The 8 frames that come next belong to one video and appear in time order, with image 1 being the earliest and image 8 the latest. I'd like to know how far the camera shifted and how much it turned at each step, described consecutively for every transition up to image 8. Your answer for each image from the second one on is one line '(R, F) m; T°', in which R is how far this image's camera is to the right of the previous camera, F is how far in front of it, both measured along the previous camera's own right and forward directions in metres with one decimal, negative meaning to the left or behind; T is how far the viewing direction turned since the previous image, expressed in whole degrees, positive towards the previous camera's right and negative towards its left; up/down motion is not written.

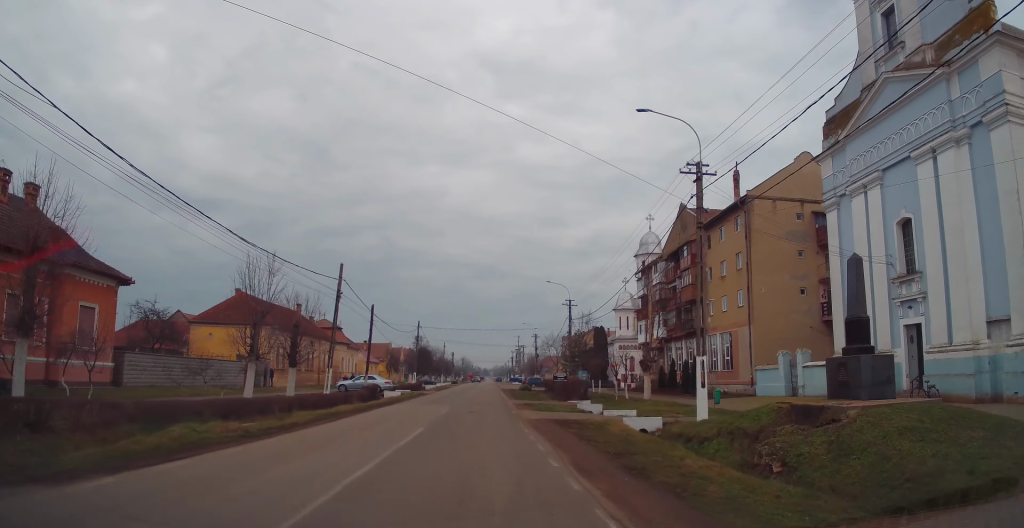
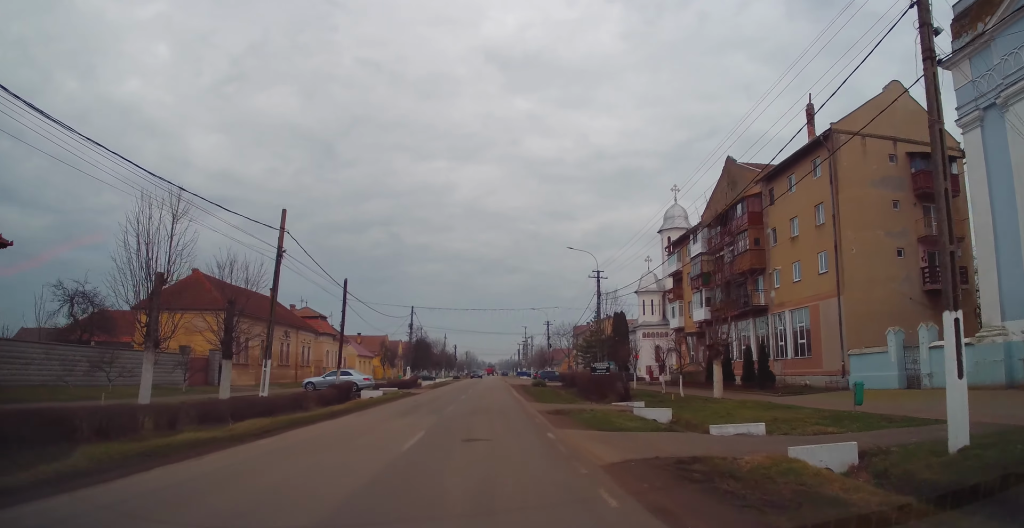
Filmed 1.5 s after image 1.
(+0.1, +10.4) m; +2°
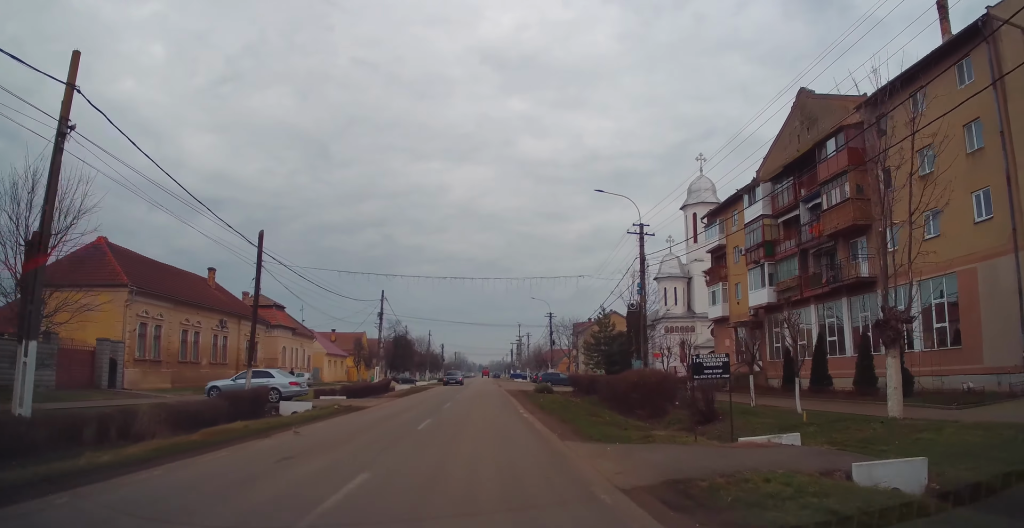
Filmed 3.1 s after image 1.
(-0.1, +13.2) m; 0°
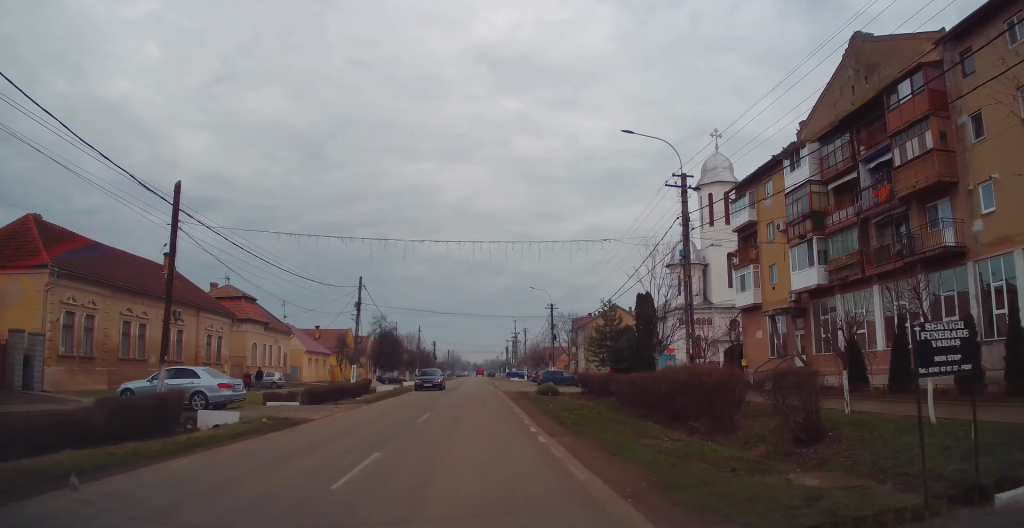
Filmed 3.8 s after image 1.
(+0.1, +6.7) m; 0°
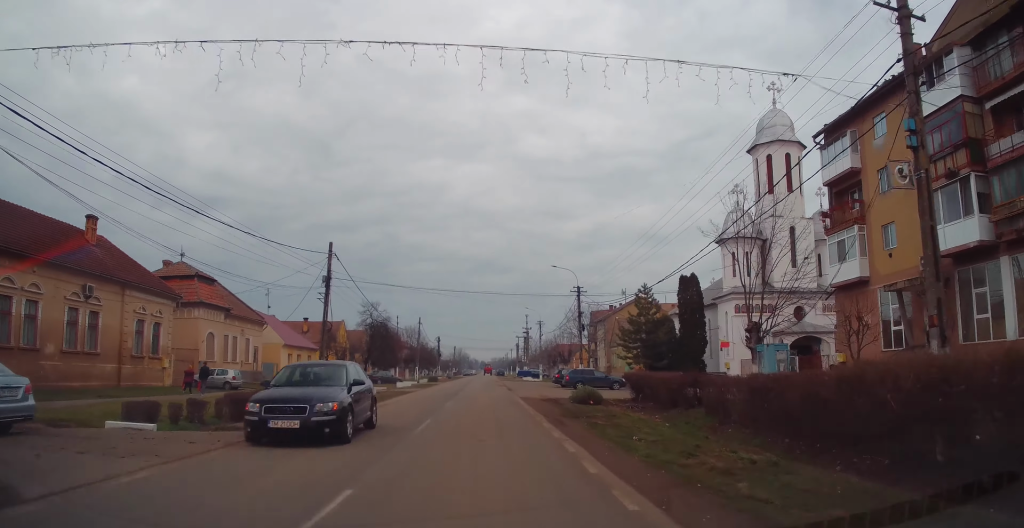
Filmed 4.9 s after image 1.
(-0.1, +11.7) m; -2°
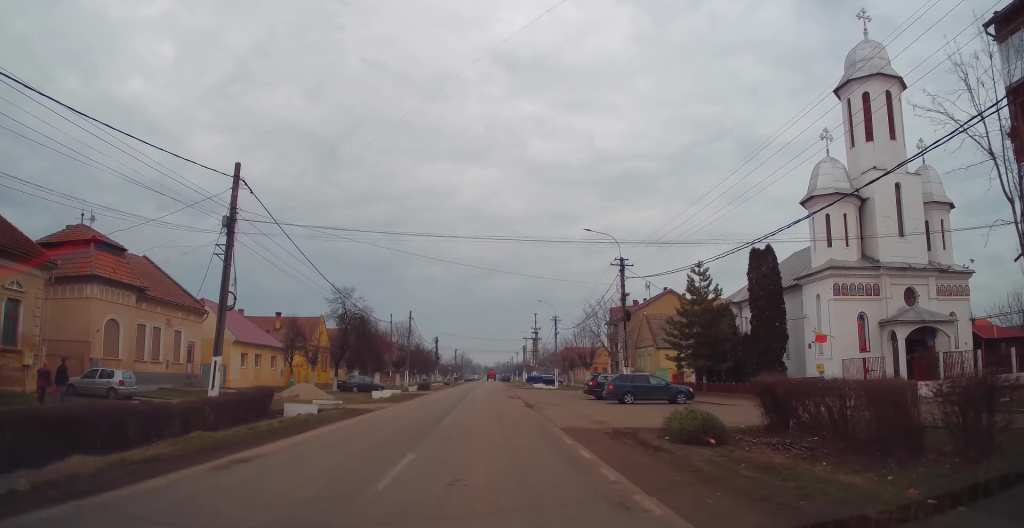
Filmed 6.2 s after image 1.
(-0.3, +14.3) m; -1°
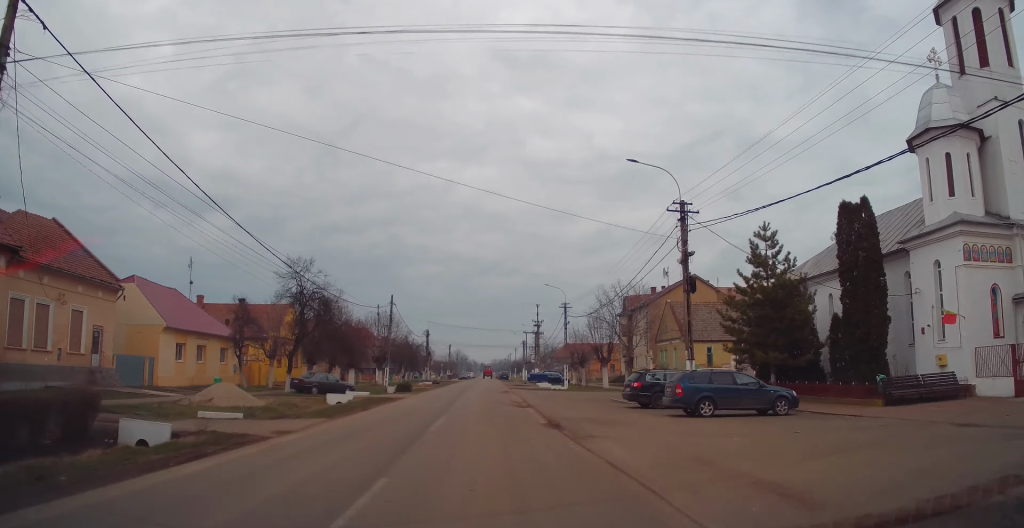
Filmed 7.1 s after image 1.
(+0.1, +10.8) m; +2°
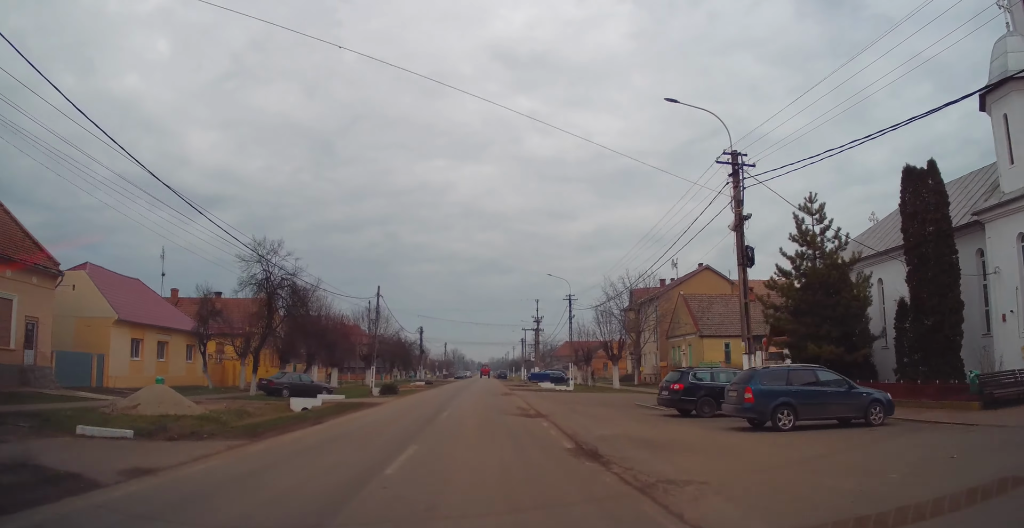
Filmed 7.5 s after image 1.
(0.0, +5.3) m; +1°
